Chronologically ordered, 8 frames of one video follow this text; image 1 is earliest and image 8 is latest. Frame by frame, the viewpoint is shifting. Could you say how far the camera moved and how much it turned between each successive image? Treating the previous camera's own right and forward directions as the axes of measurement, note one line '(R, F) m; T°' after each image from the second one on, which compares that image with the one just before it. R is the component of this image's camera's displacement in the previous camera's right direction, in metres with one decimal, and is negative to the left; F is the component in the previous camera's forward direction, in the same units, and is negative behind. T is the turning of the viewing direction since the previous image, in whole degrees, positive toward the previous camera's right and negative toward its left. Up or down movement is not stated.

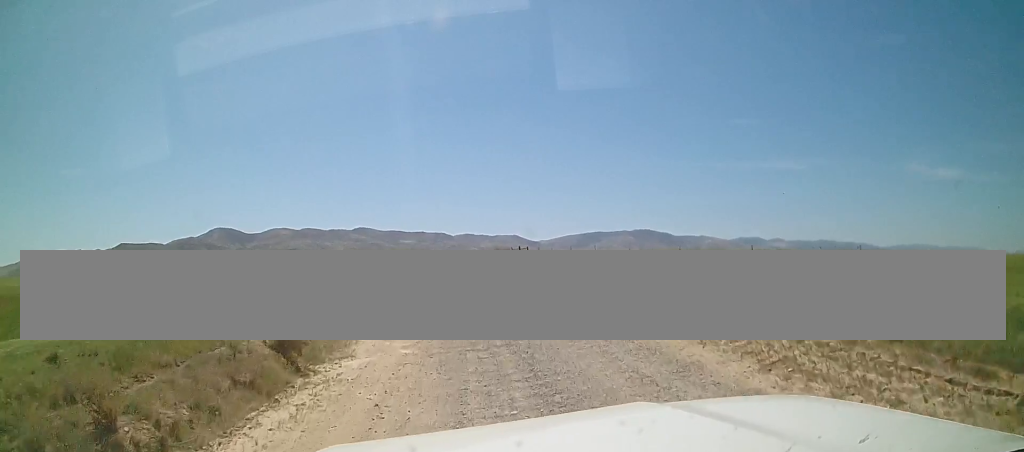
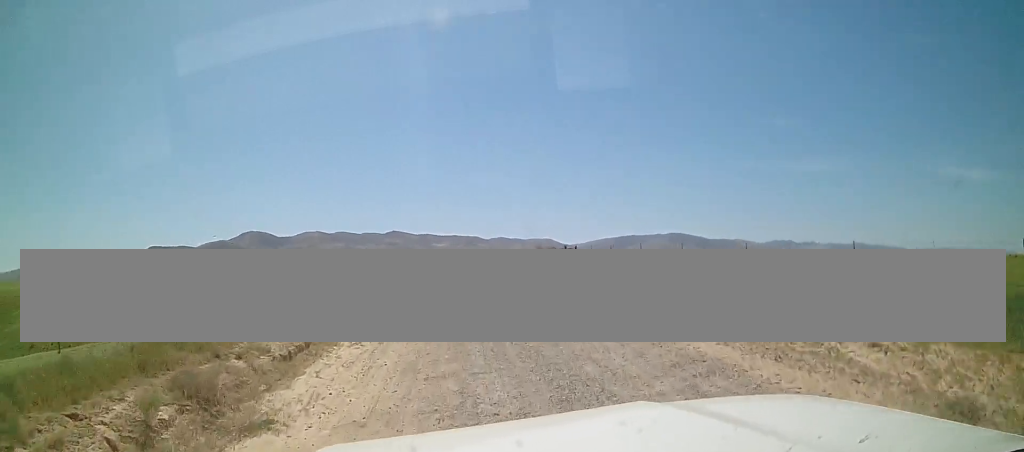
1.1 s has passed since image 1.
(0.0, +9.1) m; -1°
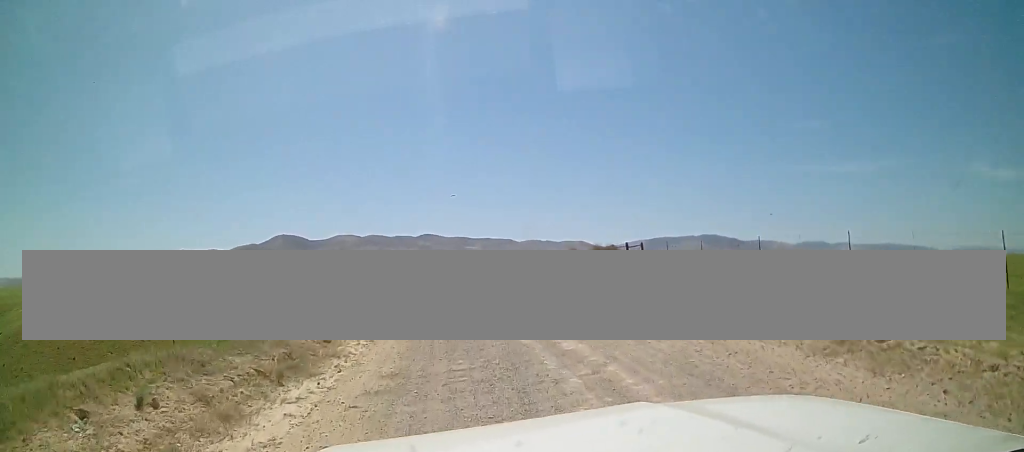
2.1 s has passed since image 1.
(-0.2, +9.4) m; -3°
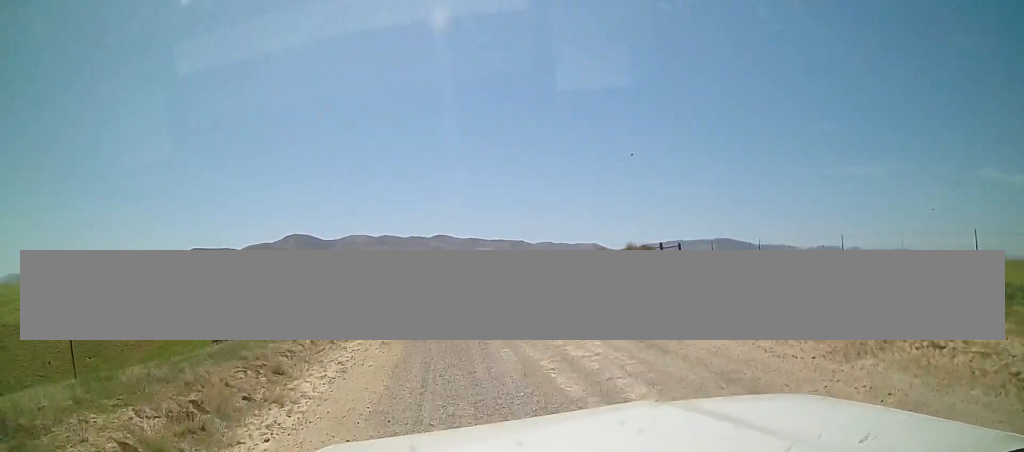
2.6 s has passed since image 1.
(-0.1, +4.2) m; -1°
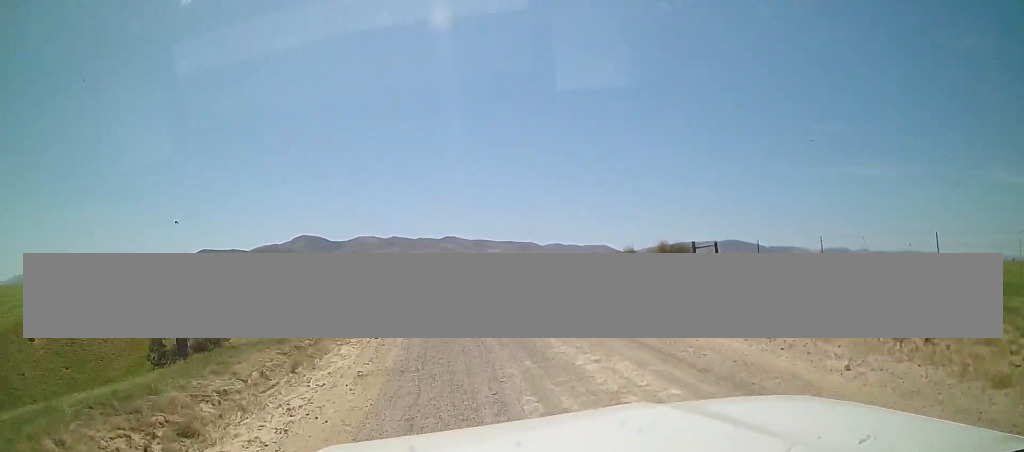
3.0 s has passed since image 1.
(0.0, +3.6) m; -1°
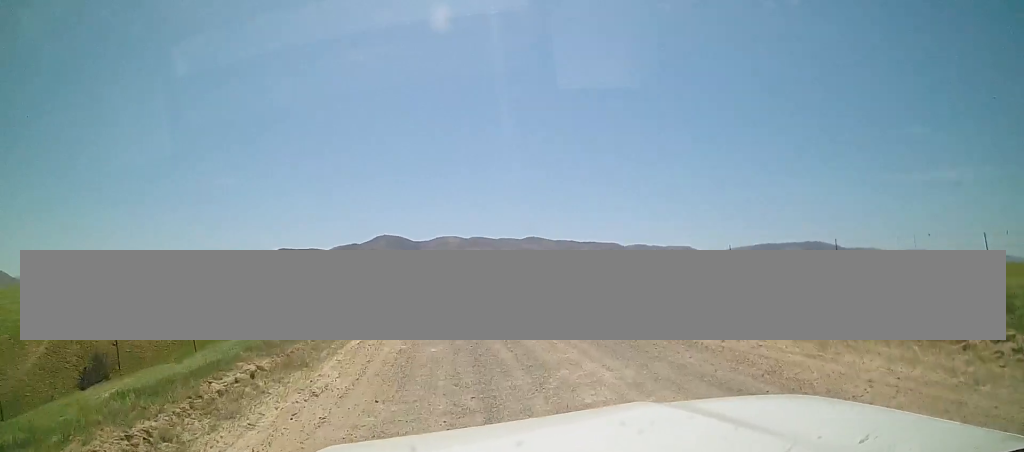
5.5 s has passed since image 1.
(-2.5, +21.8) m; -12°
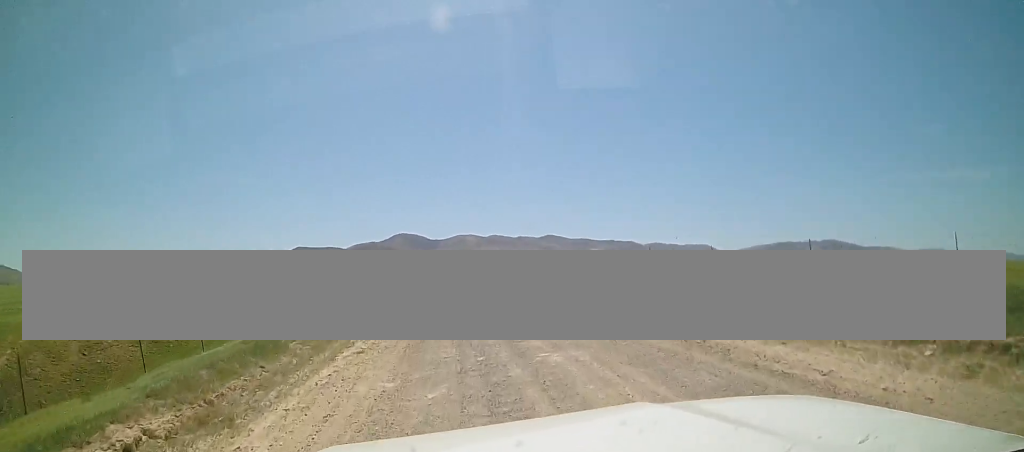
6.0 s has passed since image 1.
(0.0, +4.1) m; -1°
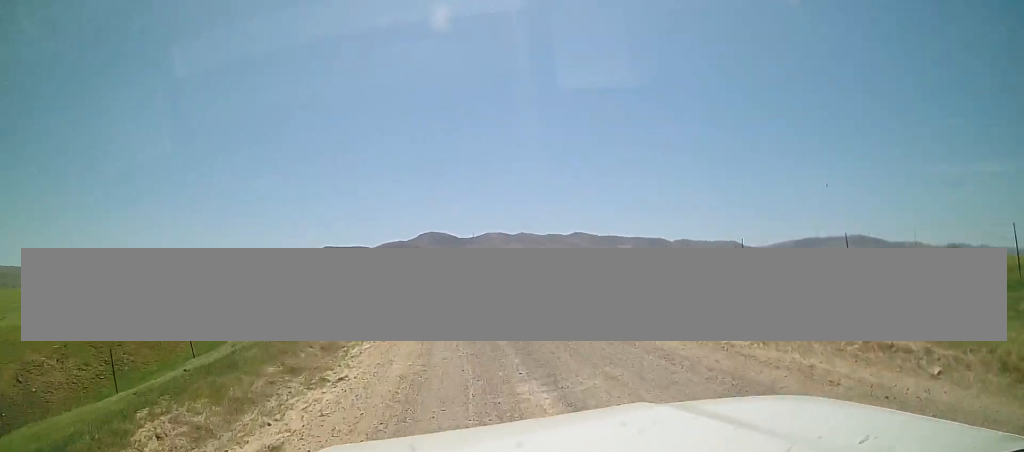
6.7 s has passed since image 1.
(+0.1, +6.4) m; -2°
